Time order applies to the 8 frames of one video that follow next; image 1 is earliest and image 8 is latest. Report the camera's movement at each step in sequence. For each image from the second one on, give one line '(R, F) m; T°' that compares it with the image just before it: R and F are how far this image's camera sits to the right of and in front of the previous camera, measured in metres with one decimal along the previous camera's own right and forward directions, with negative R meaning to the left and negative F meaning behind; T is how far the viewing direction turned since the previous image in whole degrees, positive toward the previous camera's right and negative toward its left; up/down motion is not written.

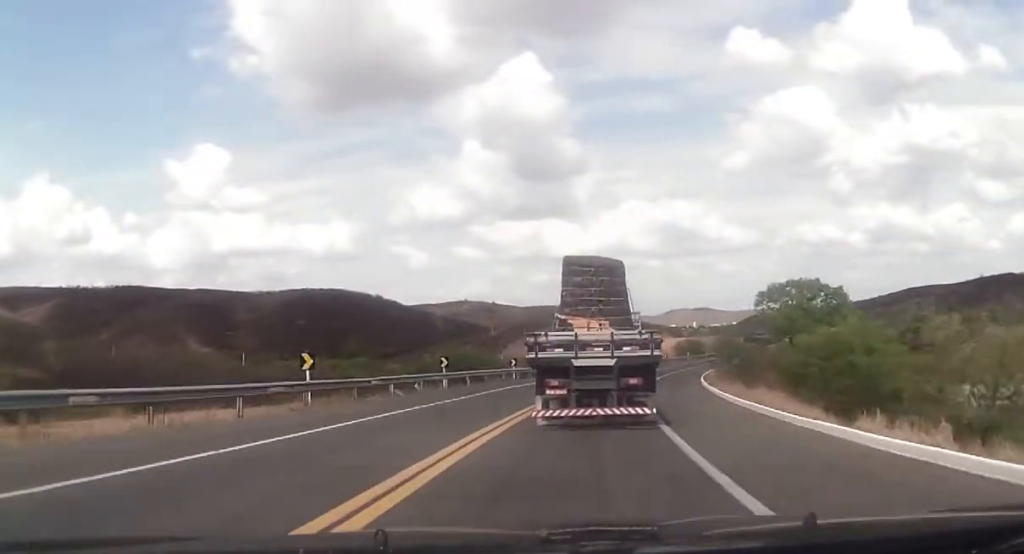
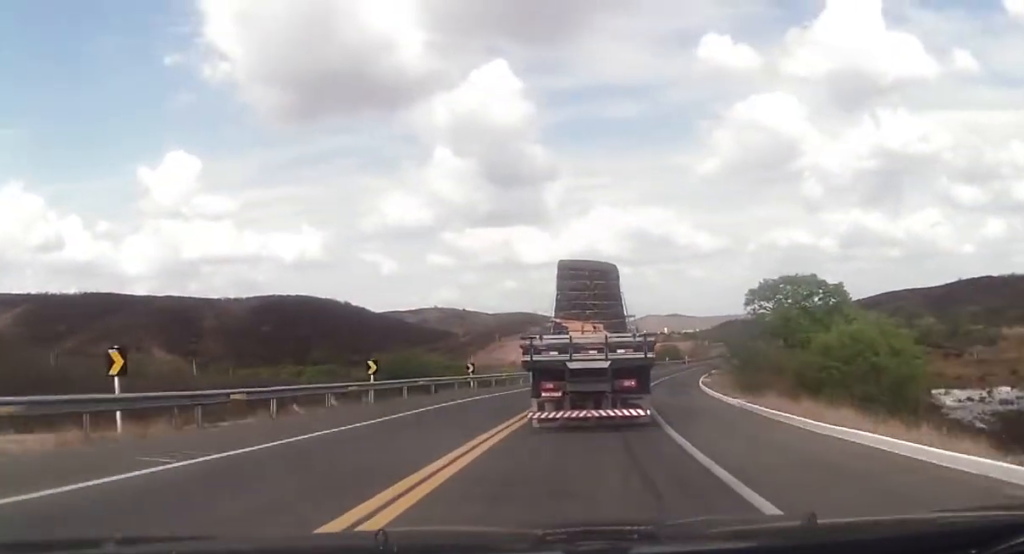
(0.0, +9.9) m; +2°
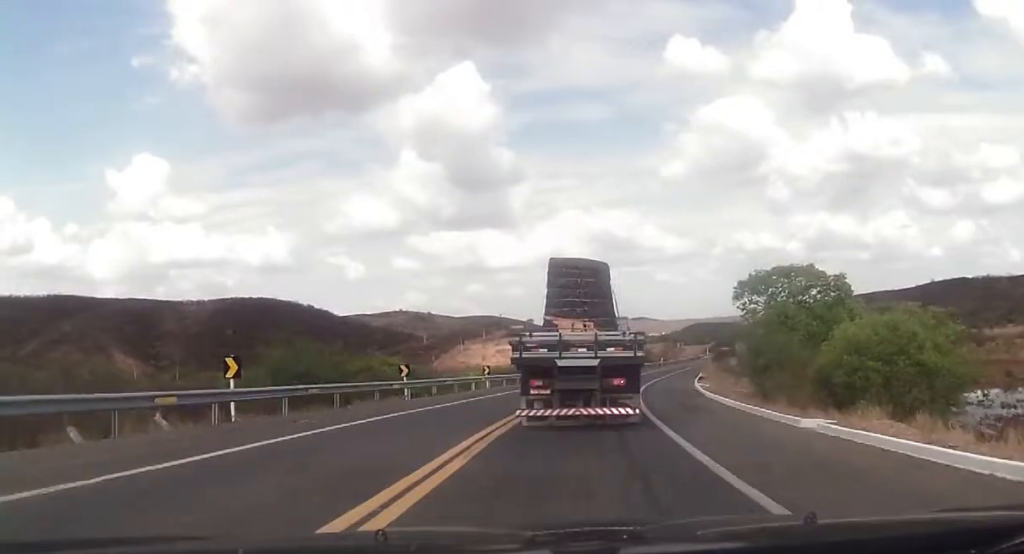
(+0.3, +10.5) m; +2°
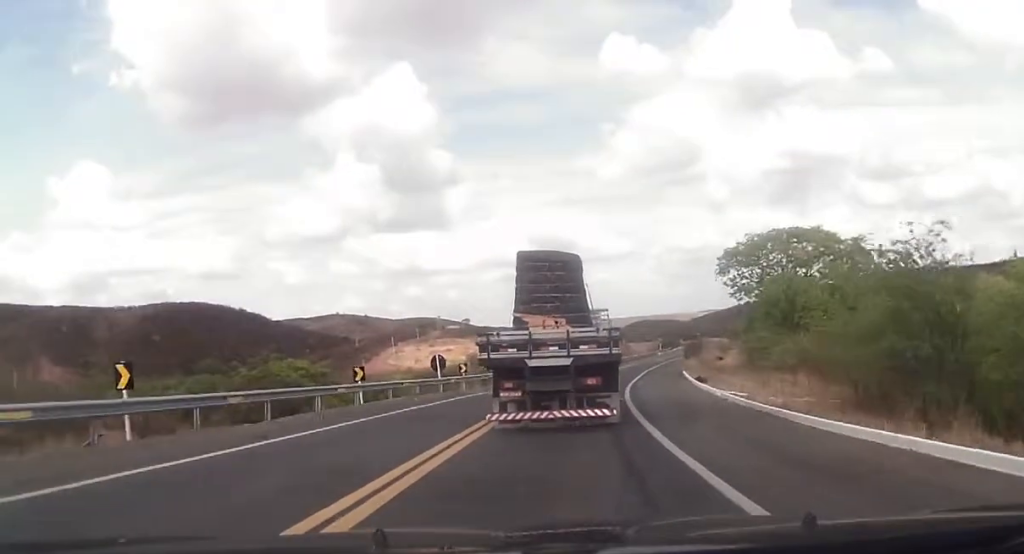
(+0.5, +19.4) m; +5°
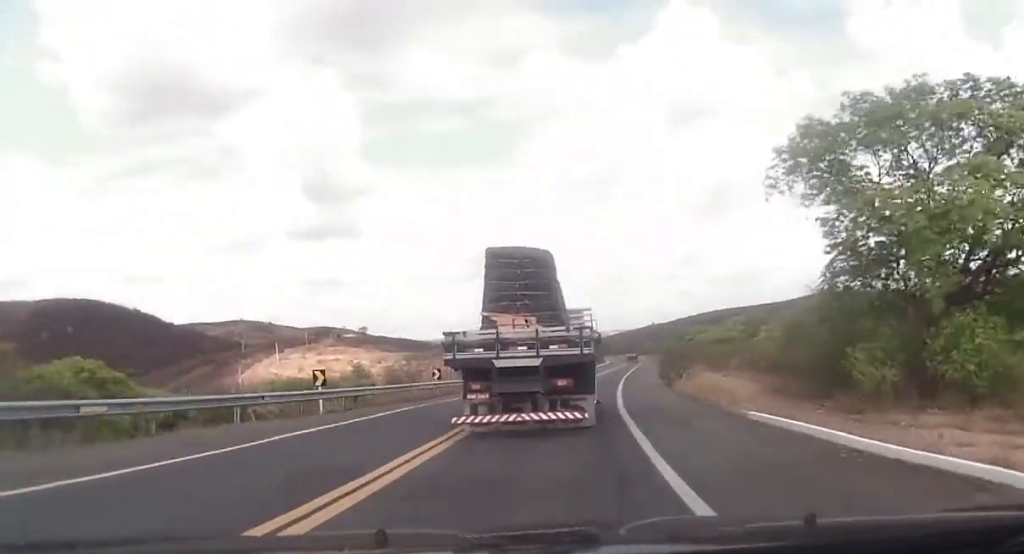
(+2.6, +36.3) m; +8°
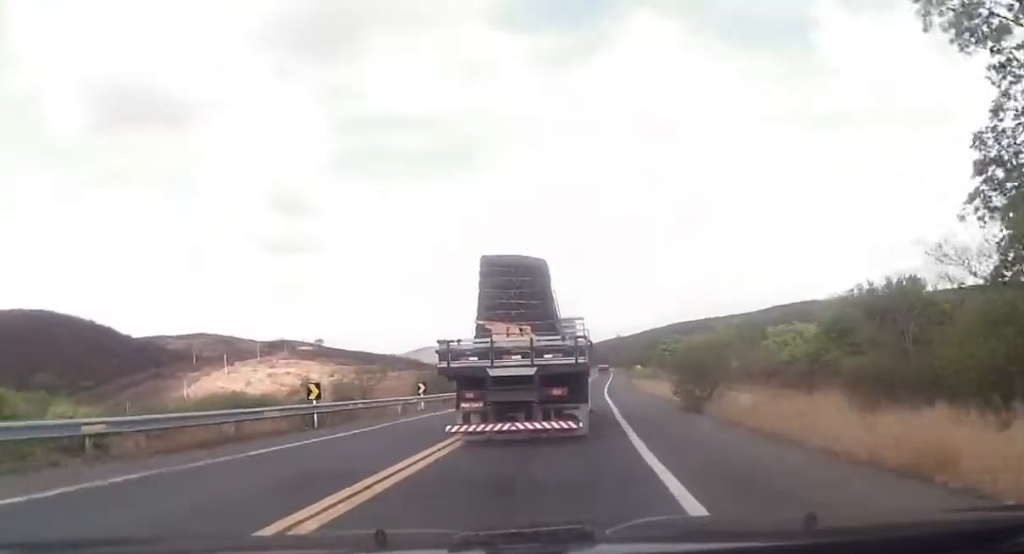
(+1.0, +15.9) m; +4°
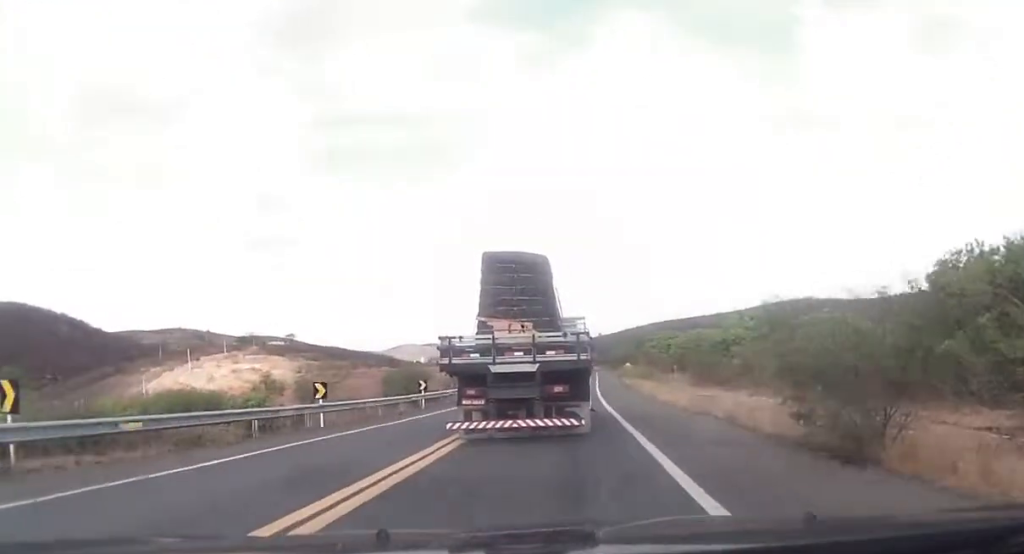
(+0.2, +14.7) m; +2°
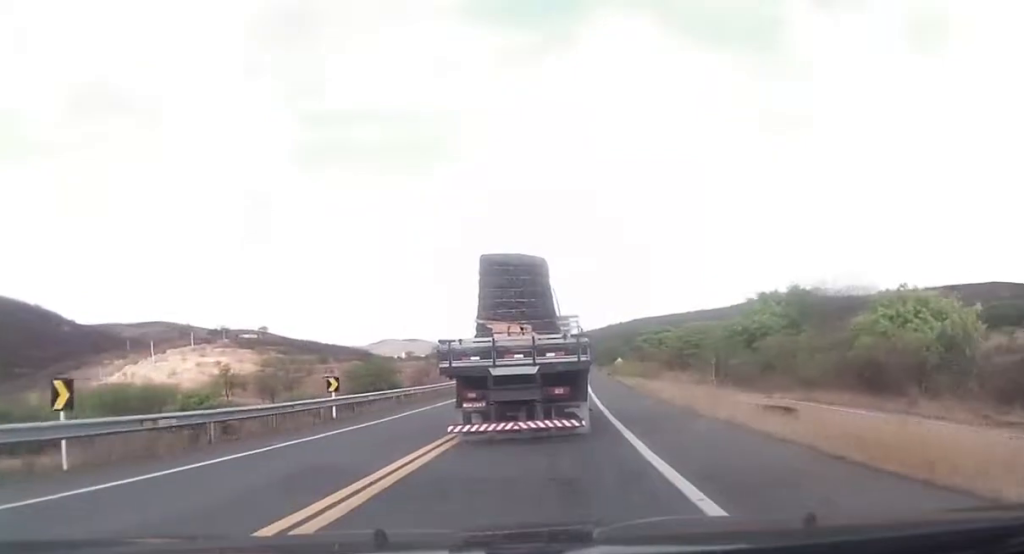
(+0.2, +14.1) m; +2°
